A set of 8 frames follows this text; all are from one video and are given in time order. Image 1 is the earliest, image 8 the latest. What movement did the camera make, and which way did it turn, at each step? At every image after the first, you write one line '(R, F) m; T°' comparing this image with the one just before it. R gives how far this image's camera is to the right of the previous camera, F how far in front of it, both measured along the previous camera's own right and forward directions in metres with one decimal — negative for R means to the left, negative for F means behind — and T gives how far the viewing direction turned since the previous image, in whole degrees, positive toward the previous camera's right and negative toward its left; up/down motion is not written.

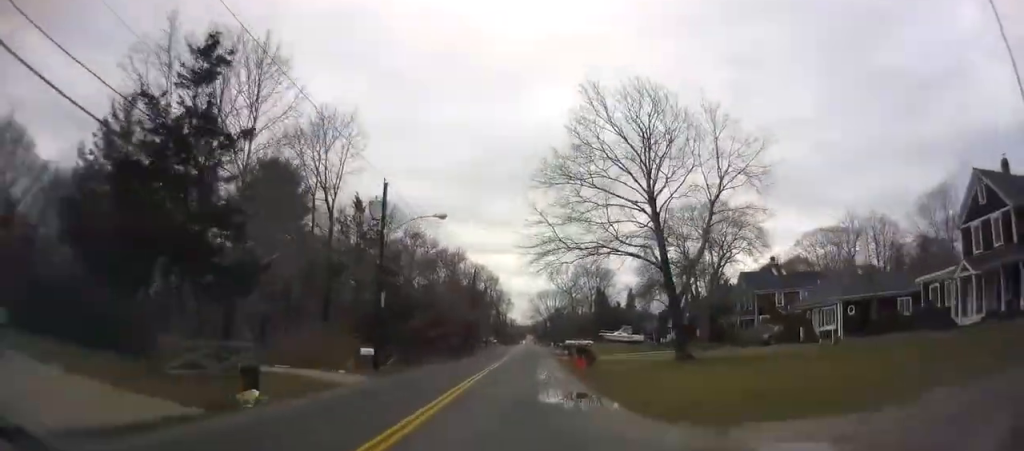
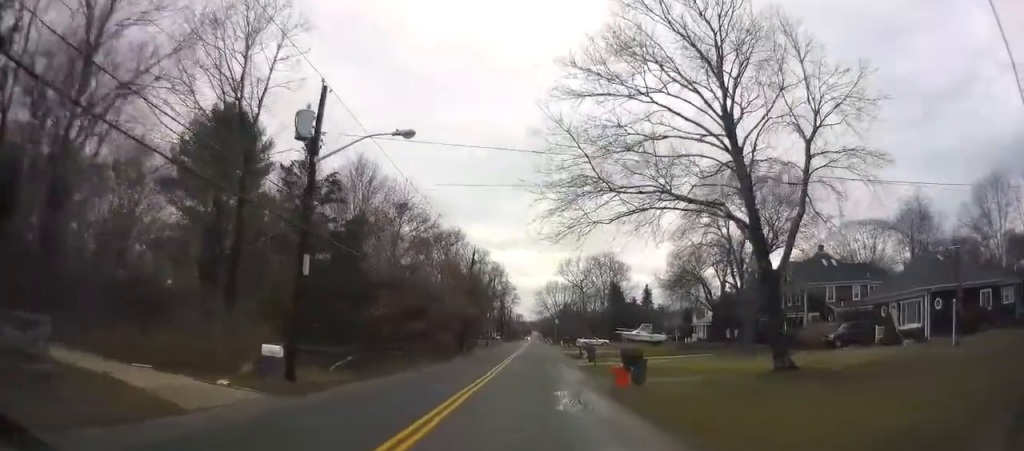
(0.0, +10.8) m; 0°
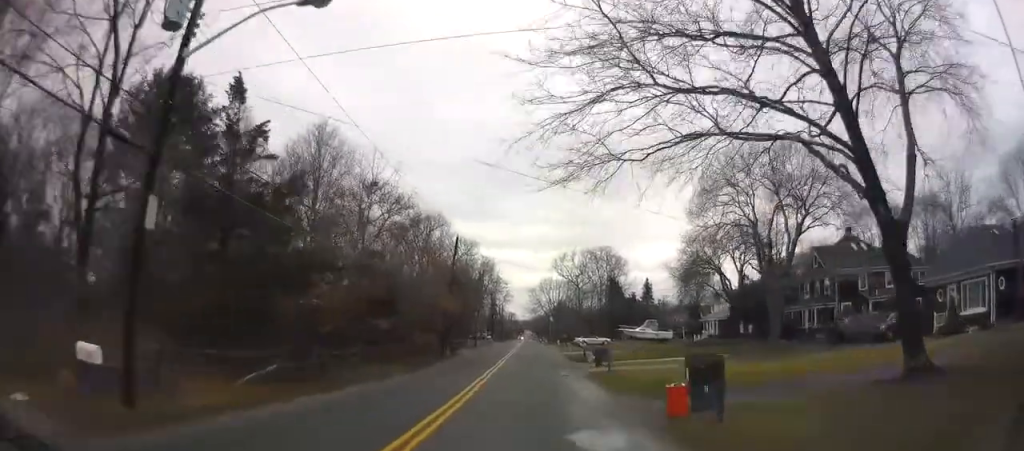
(+0.1, +7.4) m; 0°
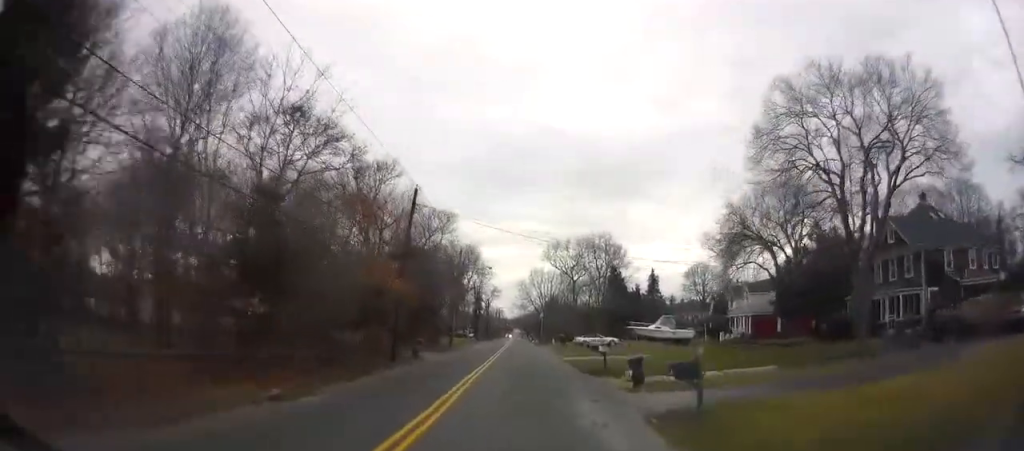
(0.0, +13.8) m; +1°
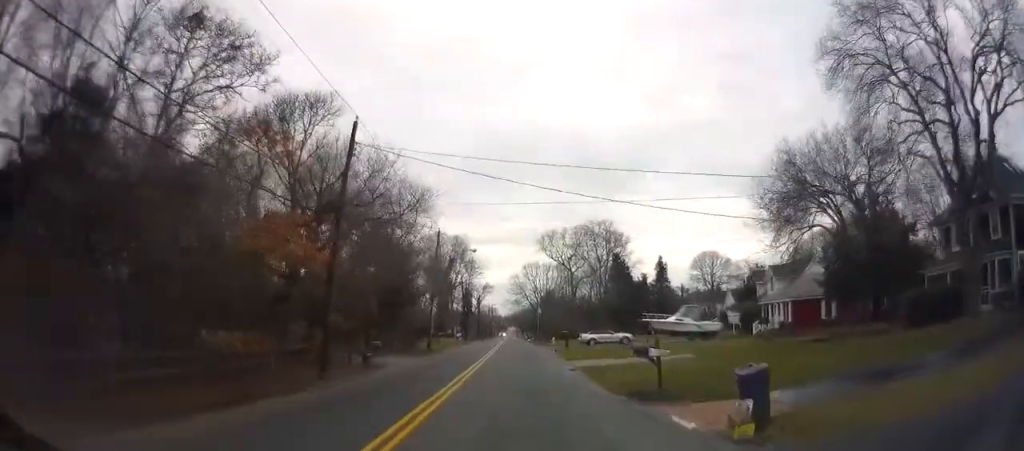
(+0.1, +10.2) m; +1°
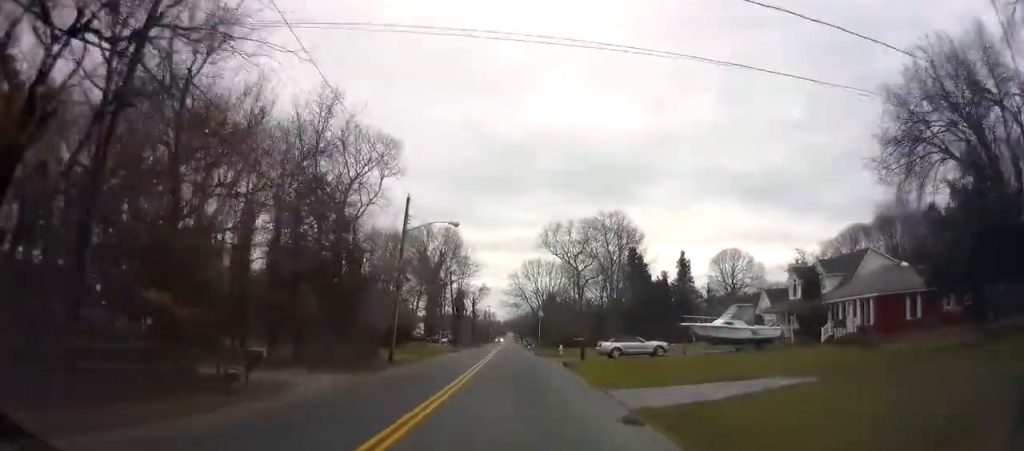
(0.0, +12.6) m; 0°
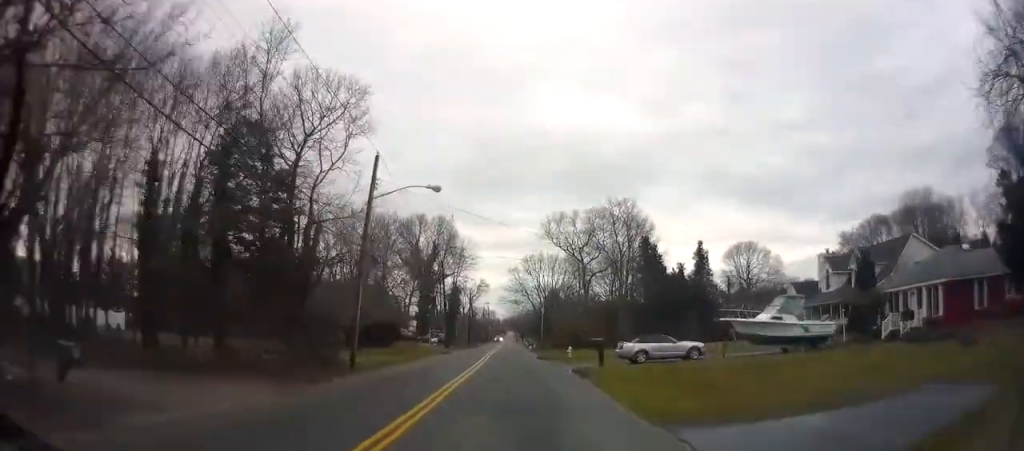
(0.0, +7.5) m; 0°
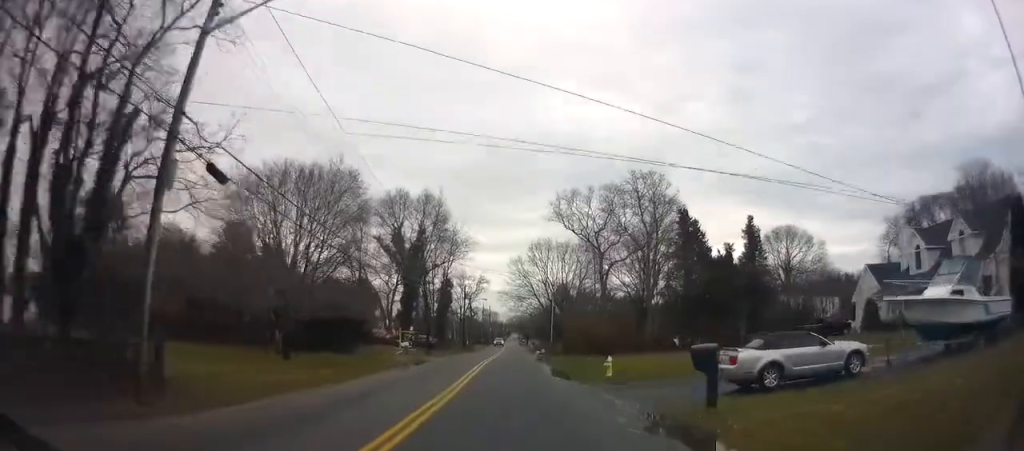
(-0.1, +14.9) m; 0°
